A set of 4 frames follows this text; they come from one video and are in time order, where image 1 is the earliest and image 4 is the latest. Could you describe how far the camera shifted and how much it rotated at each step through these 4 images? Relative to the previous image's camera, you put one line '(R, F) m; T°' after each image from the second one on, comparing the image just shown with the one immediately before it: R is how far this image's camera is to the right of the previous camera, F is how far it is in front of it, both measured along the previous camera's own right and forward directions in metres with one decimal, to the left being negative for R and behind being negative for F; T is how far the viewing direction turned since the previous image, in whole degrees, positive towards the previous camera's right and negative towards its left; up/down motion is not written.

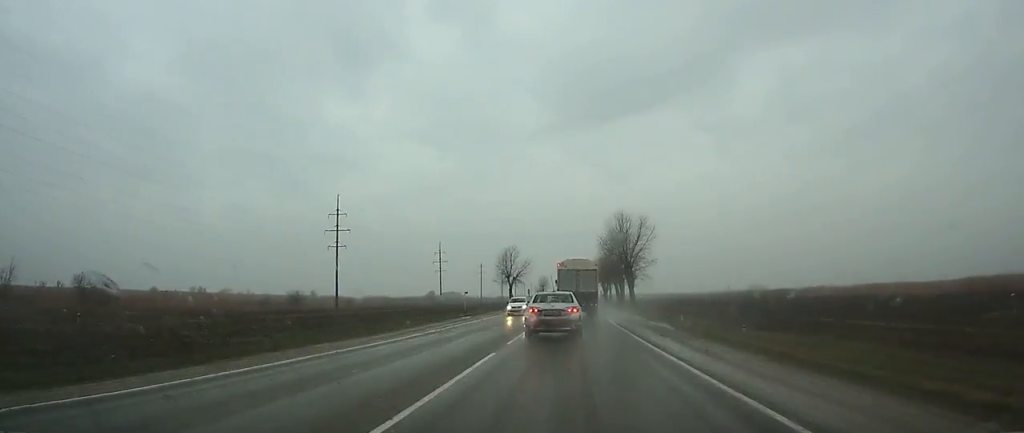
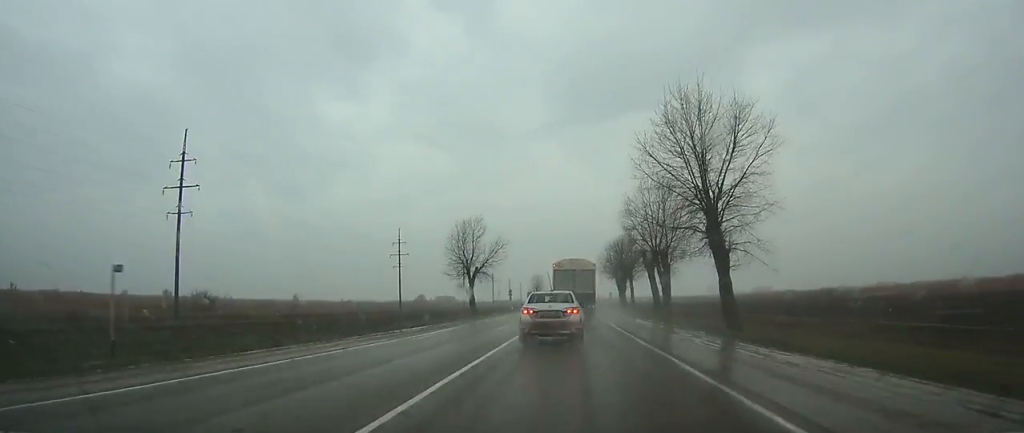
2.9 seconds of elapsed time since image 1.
(-0.2, +47.6) m; 0°
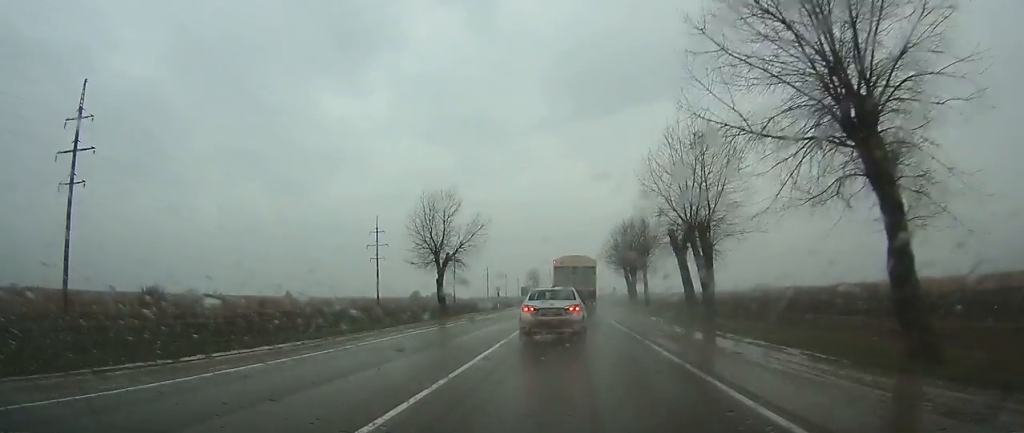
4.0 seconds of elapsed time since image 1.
(-0.1, +17.0) m; 0°
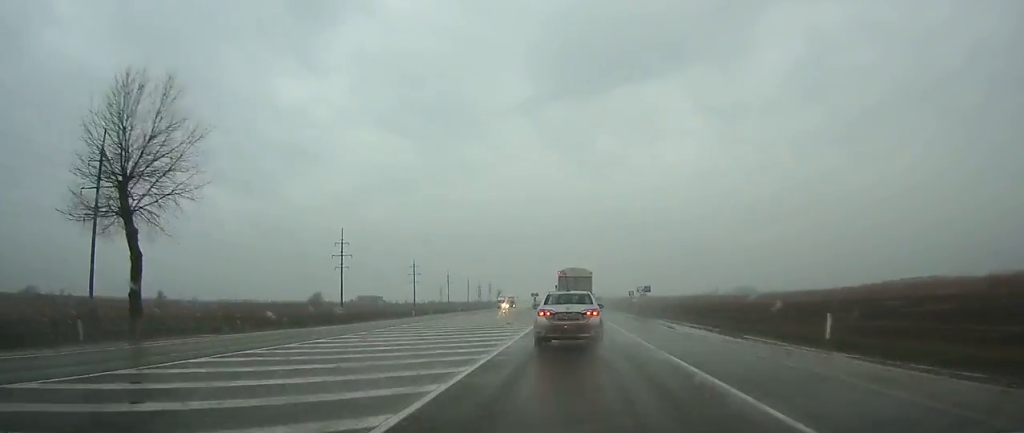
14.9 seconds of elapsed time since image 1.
(+6.2, +167.1) m; +4°
